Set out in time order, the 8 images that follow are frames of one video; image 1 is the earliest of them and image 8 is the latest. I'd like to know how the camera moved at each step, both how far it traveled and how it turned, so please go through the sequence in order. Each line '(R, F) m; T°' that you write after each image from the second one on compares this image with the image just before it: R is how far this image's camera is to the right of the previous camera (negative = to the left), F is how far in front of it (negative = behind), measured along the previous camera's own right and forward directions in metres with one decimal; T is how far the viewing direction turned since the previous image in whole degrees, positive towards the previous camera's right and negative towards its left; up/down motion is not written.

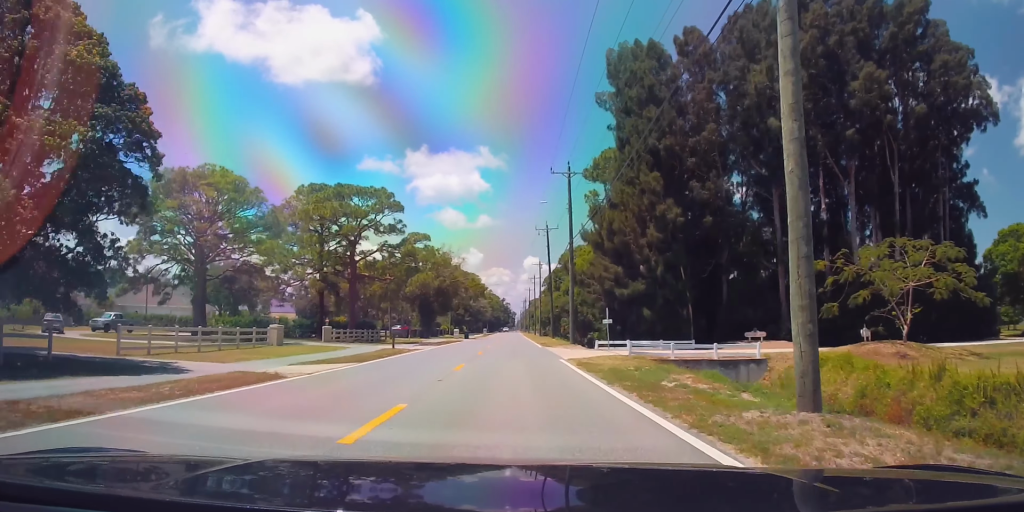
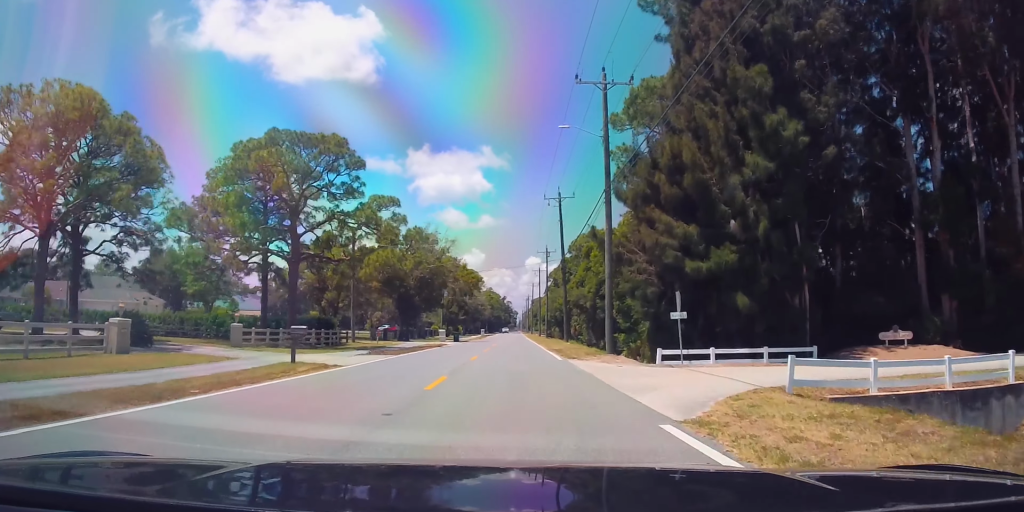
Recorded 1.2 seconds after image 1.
(0.0, +18.0) m; 0°
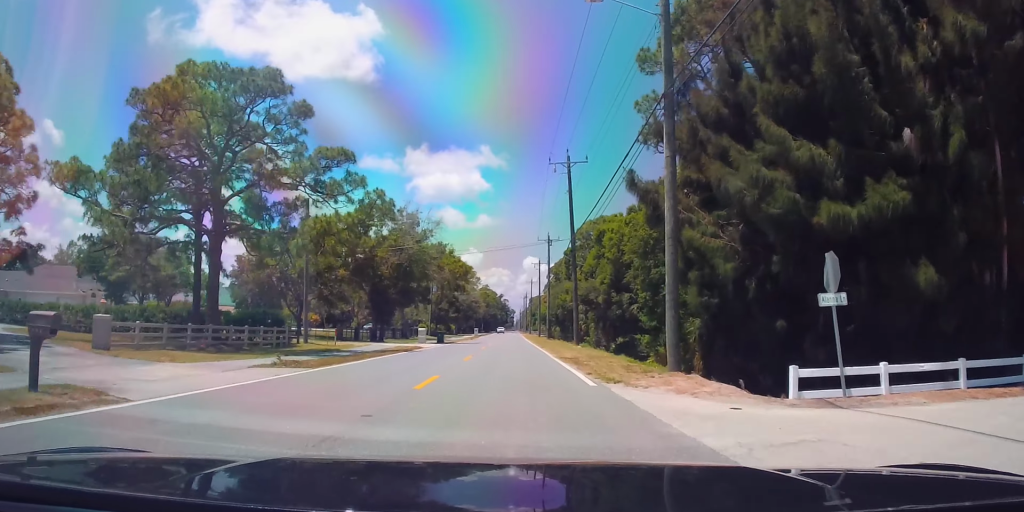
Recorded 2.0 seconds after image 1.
(0.0, +12.6) m; 0°
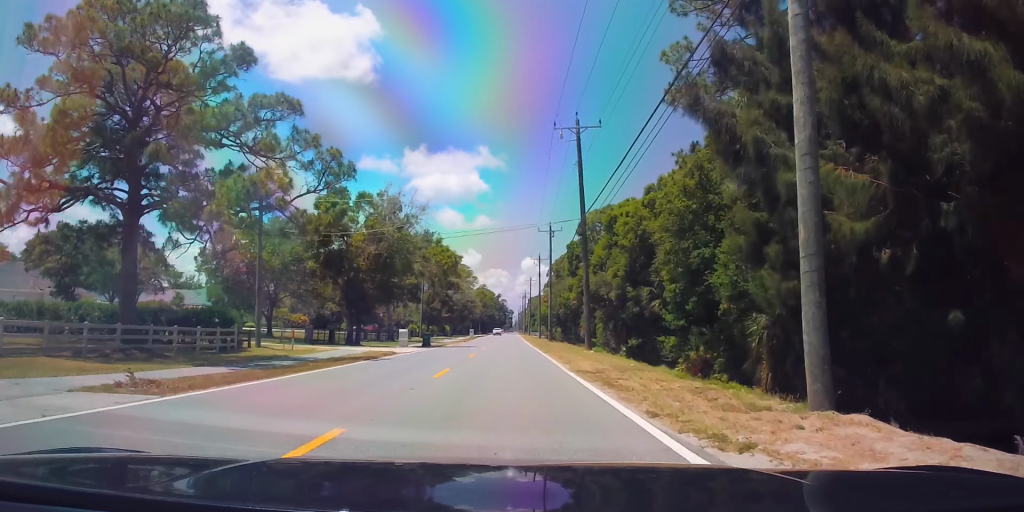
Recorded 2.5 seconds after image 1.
(0.0, +8.4) m; 0°
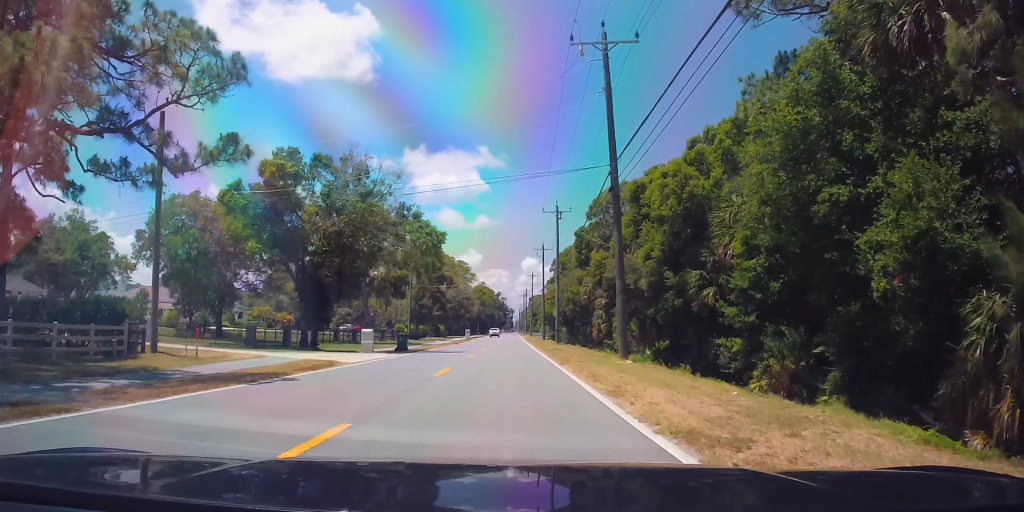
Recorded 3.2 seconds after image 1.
(+0.1, +11.6) m; -1°
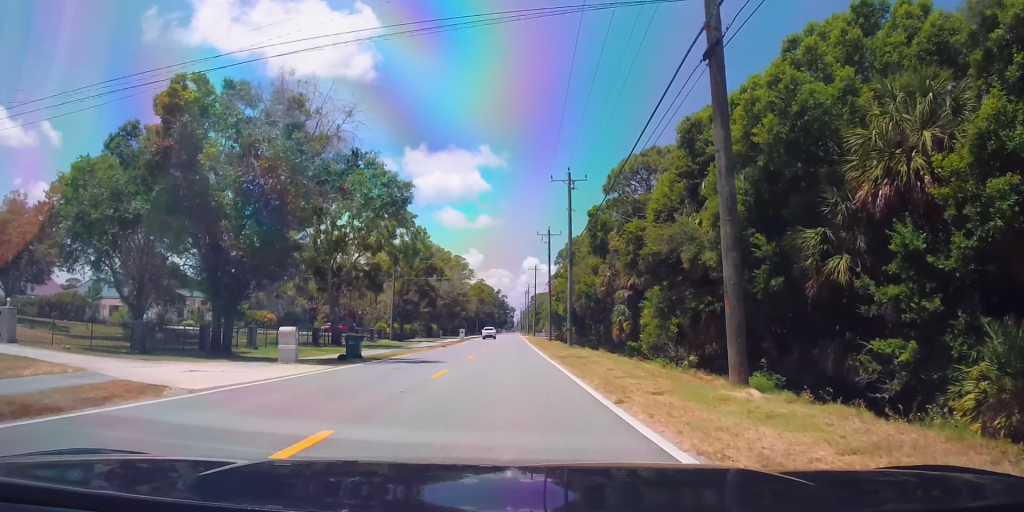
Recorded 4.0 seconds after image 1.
(-0.4, +12.6) m; 0°
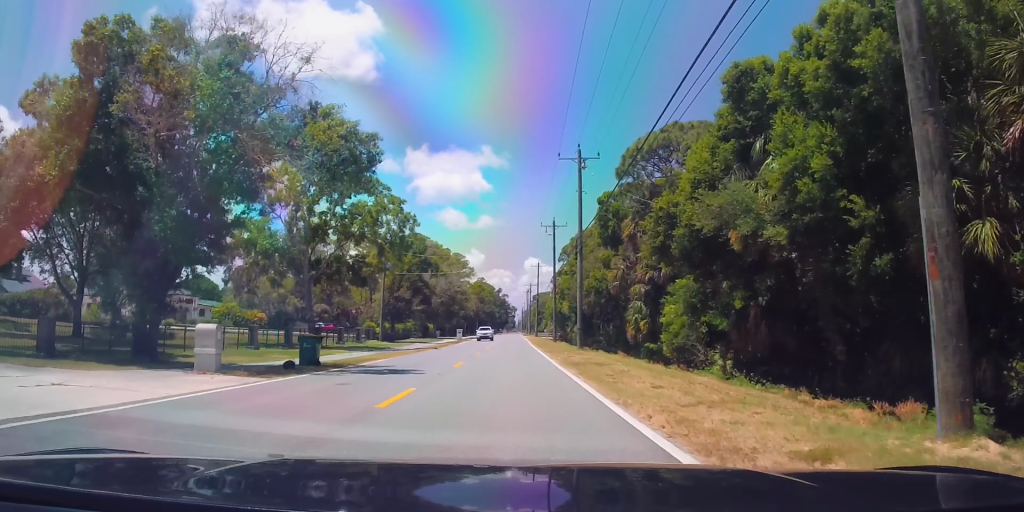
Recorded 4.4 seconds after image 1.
(0.0, +6.3) m; 0°
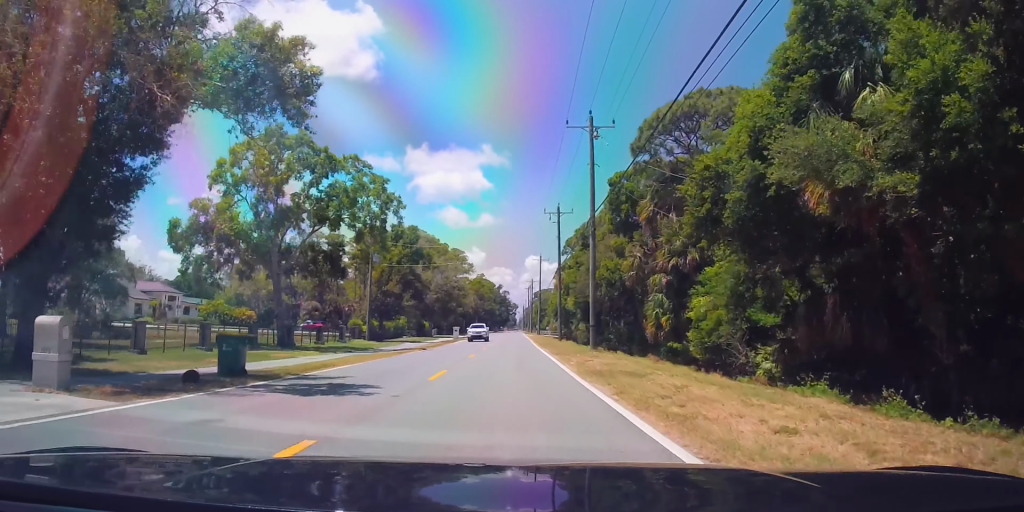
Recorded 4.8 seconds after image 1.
(+0.2, +6.3) m; +1°
